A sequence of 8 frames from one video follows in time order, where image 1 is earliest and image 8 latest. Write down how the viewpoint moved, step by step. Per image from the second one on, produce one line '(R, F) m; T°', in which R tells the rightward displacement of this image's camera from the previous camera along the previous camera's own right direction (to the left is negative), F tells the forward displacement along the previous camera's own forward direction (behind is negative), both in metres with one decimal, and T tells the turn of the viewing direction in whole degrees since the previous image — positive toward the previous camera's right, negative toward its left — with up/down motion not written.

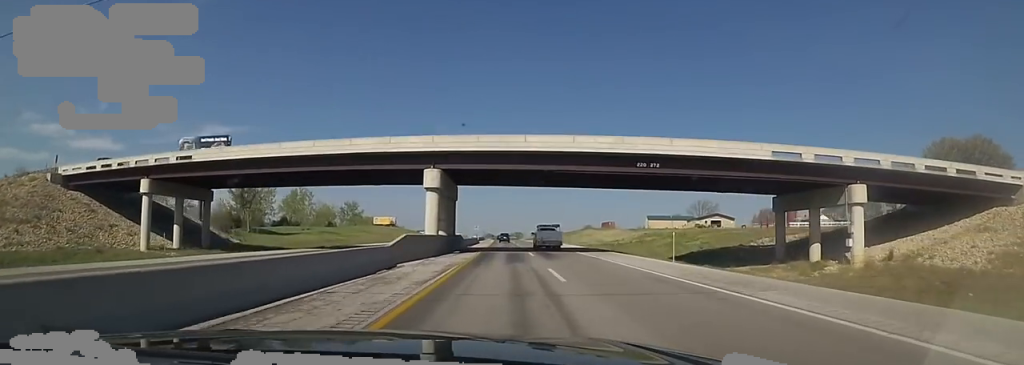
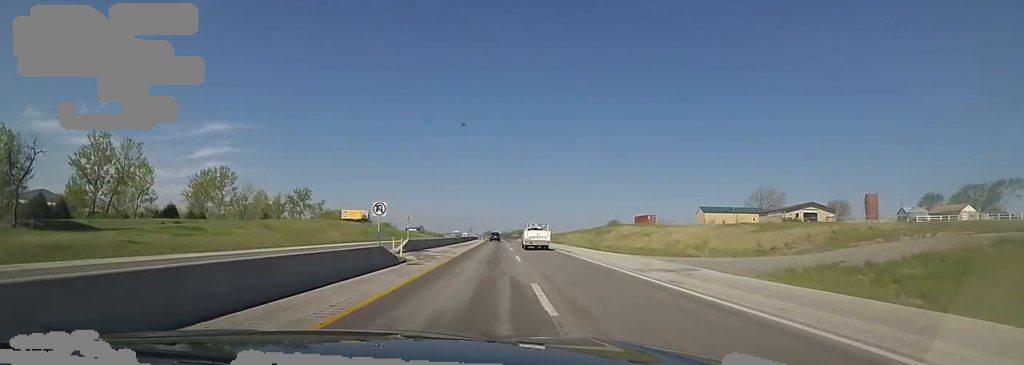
(-1.2, +51.8) m; -3°
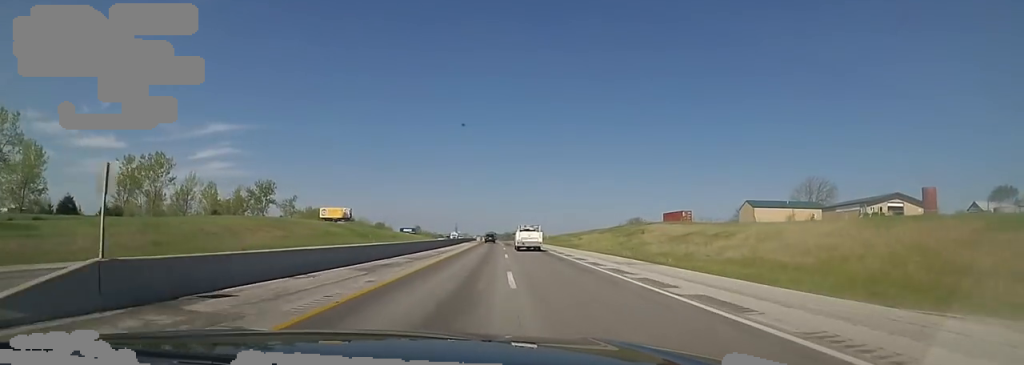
(0.0, +26.4) m; 0°
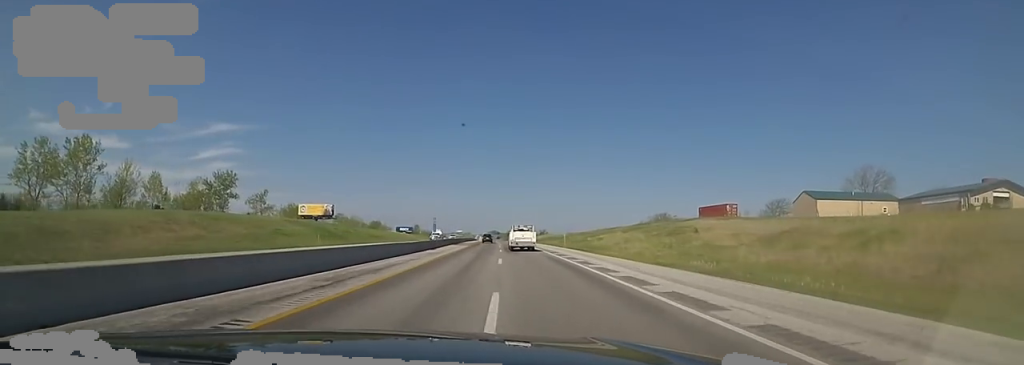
(-0.1, +21.5) m; -1°
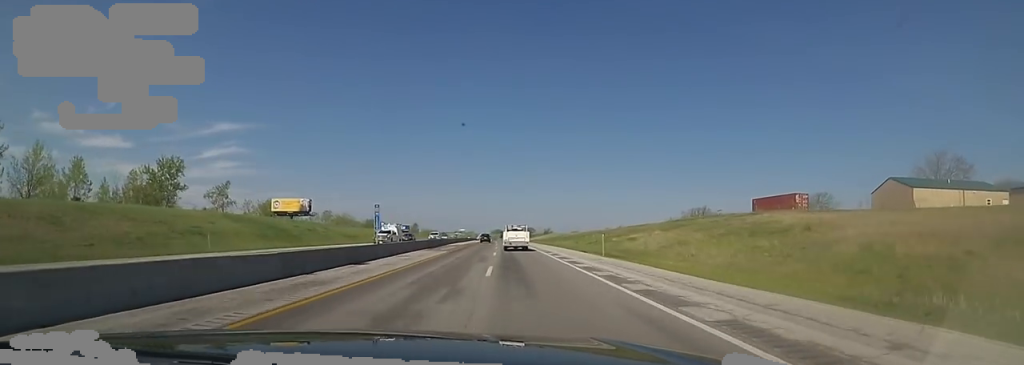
(+0.1, +21.5) m; -1°
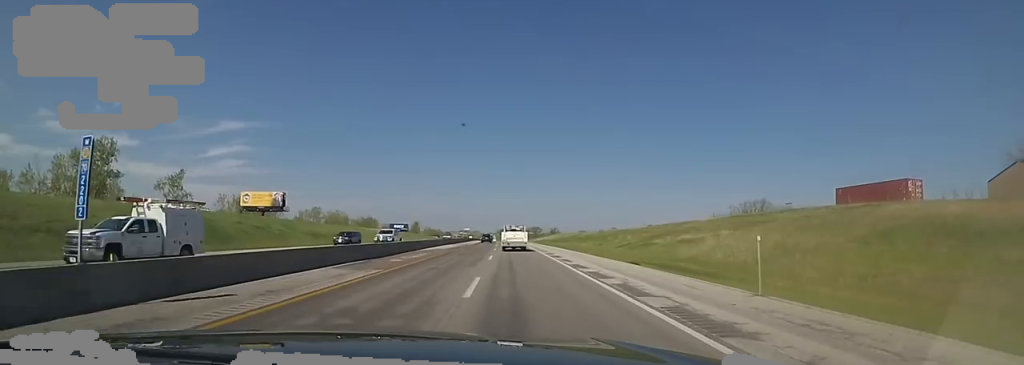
(-0.7, +20.5) m; 0°
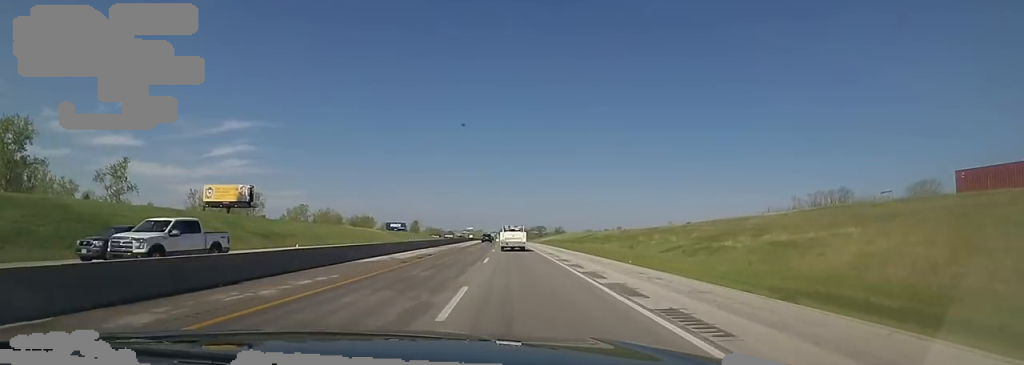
(-0.4, +18.2) m; 0°
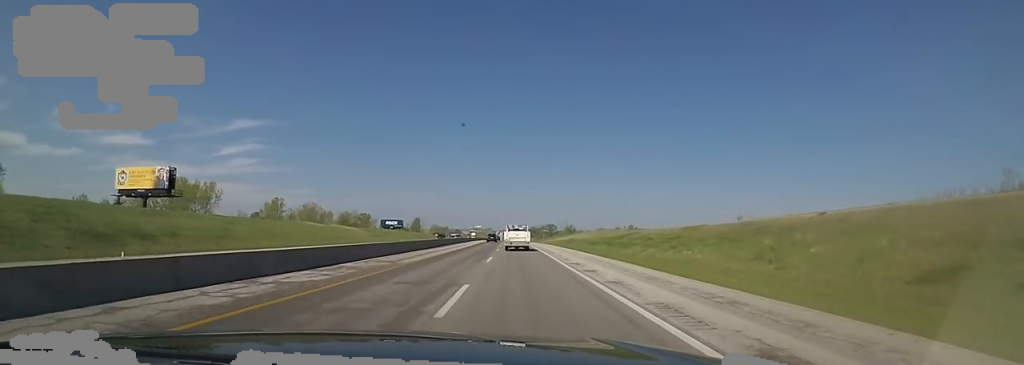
(+1.2, +30.5) m; 0°
